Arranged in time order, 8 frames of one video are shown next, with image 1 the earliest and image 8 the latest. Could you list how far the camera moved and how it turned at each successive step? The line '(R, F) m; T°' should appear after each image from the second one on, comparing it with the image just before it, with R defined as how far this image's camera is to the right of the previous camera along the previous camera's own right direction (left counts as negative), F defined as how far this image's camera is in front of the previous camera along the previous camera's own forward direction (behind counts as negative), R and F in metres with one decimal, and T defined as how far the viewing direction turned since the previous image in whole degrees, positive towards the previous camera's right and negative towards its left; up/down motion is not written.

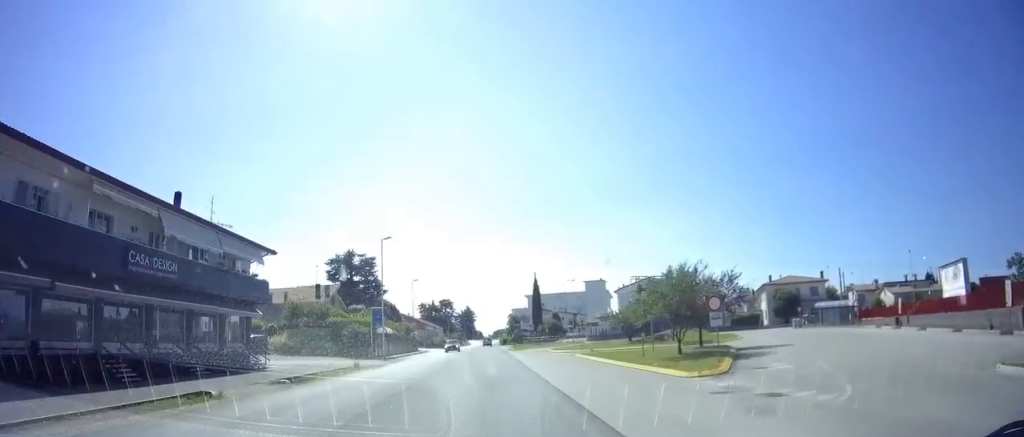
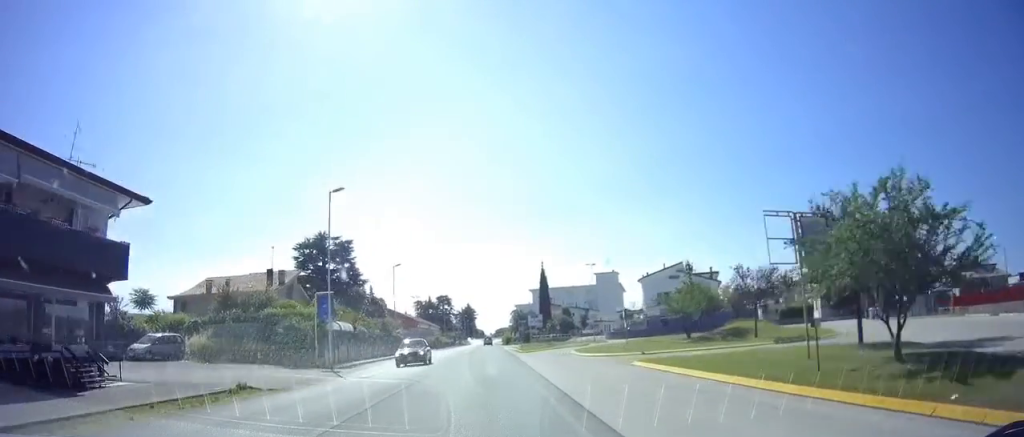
(+0.1, +14.9) m; 0°
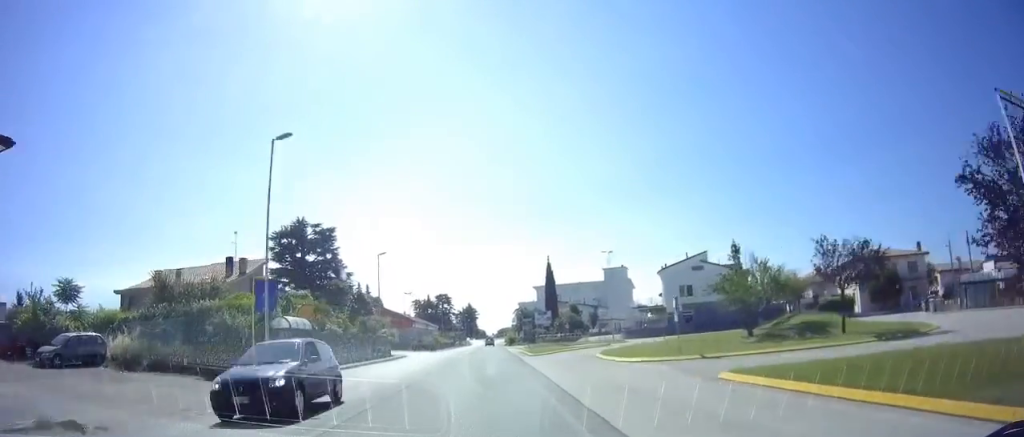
(-0.2, +8.6) m; 0°
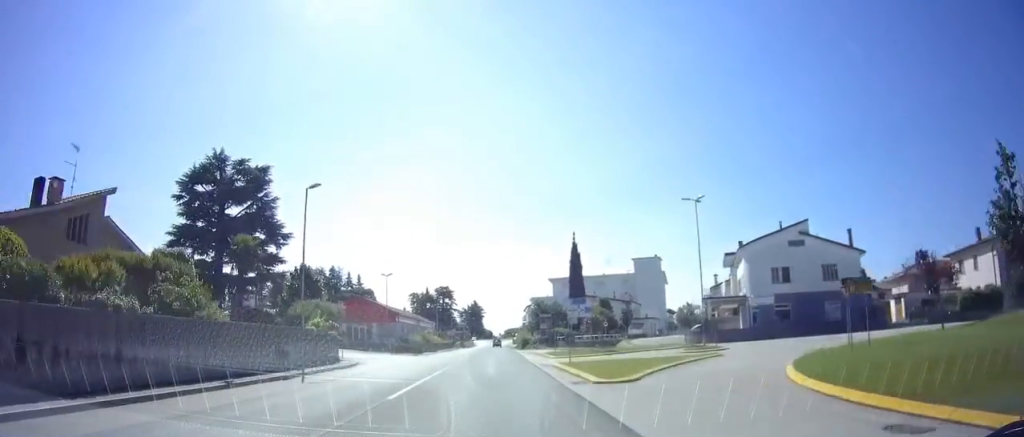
(+0.3, +22.1) m; 0°
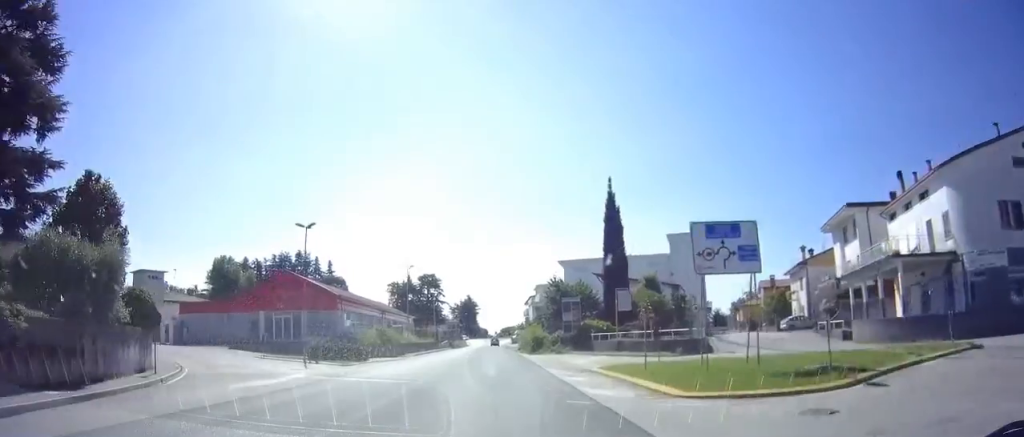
(-0.5, +26.8) m; 0°
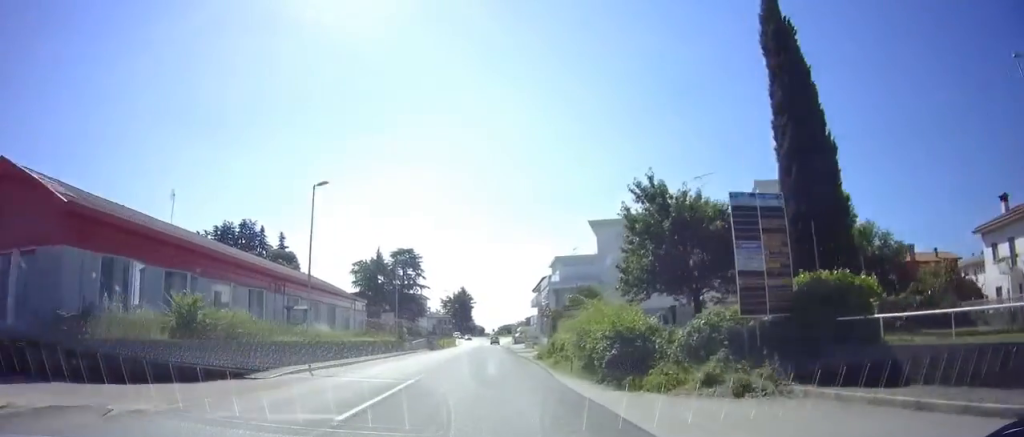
(+0.6, +32.5) m; +1°
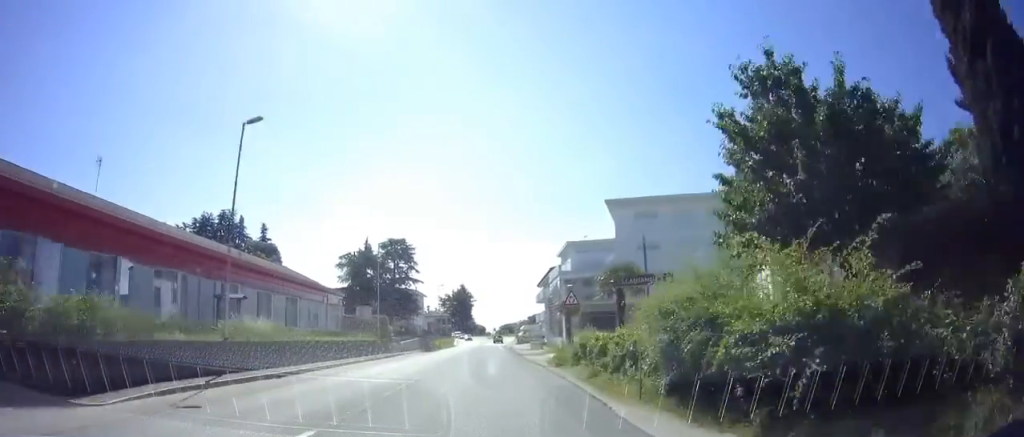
(-0.1, +9.5) m; -1°
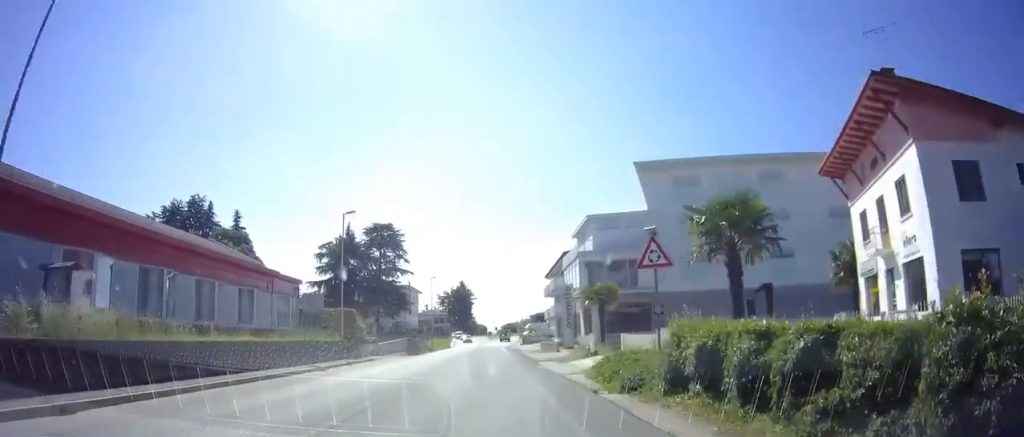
(-0.2, +12.4) m; 0°
